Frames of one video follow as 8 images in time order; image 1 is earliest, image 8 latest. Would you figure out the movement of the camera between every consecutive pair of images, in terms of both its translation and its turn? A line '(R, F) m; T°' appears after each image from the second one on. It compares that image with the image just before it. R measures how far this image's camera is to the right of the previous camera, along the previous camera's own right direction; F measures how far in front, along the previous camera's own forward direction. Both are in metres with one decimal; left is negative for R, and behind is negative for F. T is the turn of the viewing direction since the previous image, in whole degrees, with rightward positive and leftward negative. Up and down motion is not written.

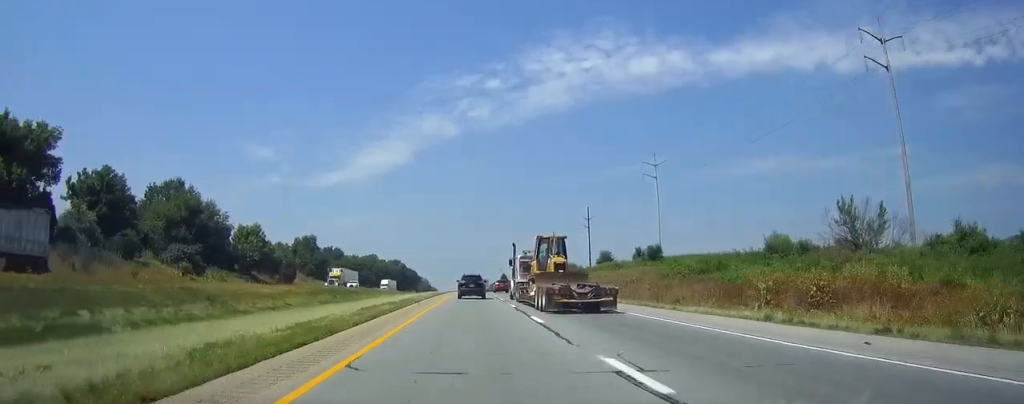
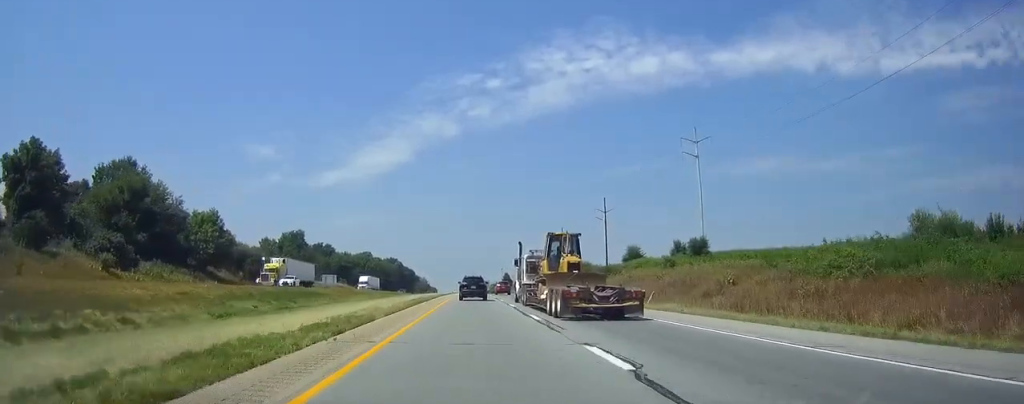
(-0.1, +22.3) m; 0°
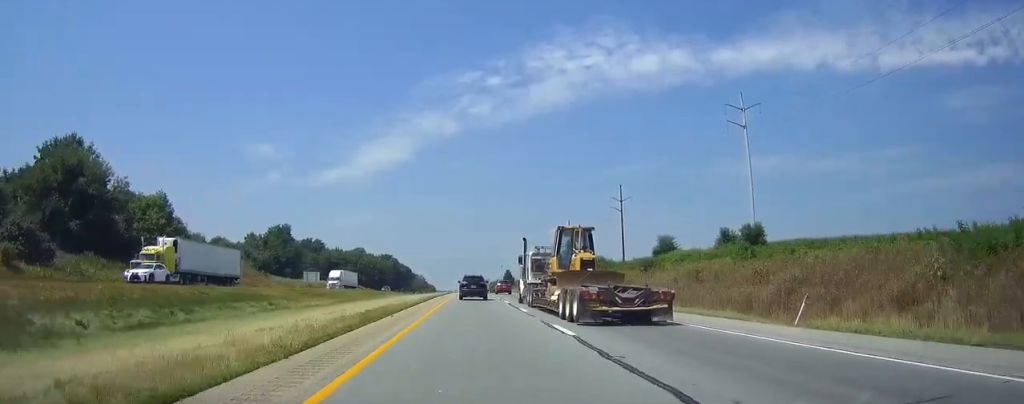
(+0.1, +18.8) m; 0°
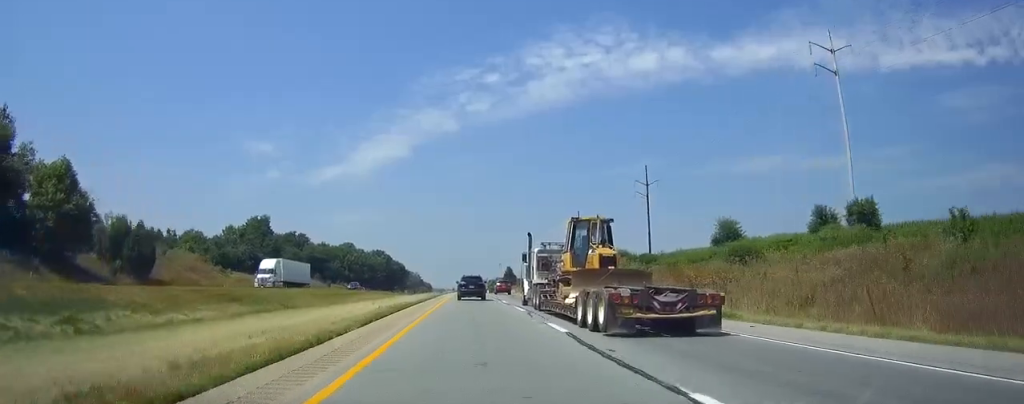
(+0.1, +23.4) m; 0°
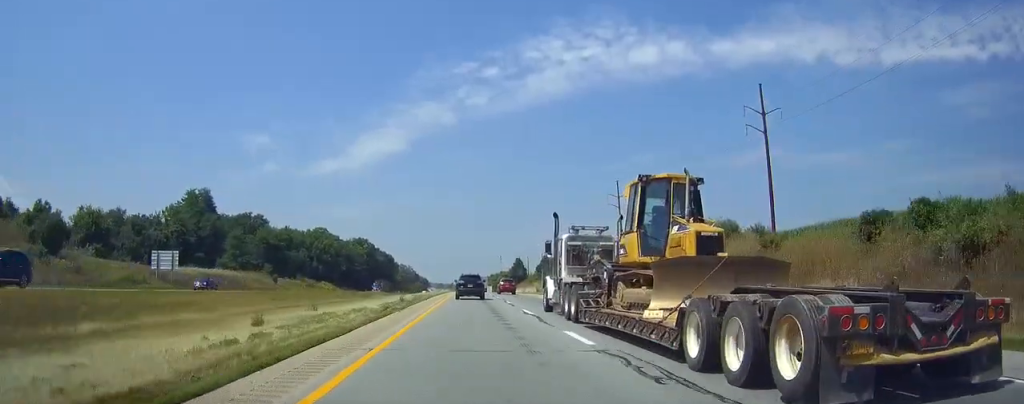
(0.0, +52.5) m; 0°
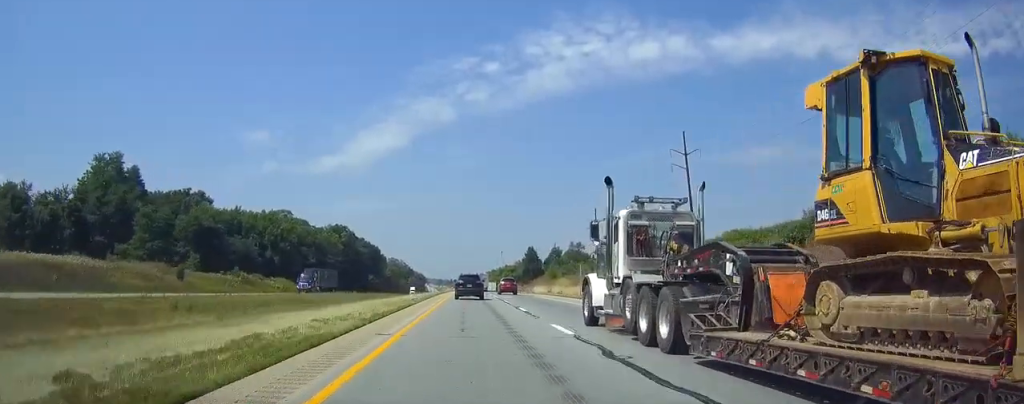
(-0.1, +46.5) m; 0°
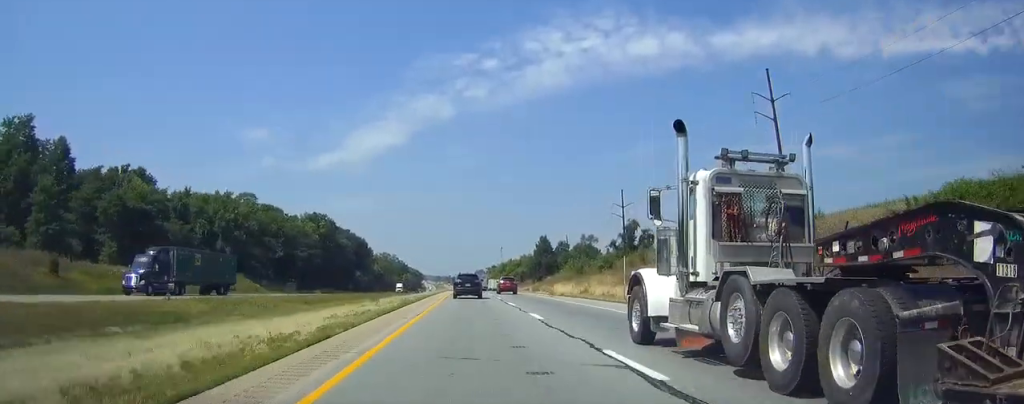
(-0.1, +31.3) m; 0°
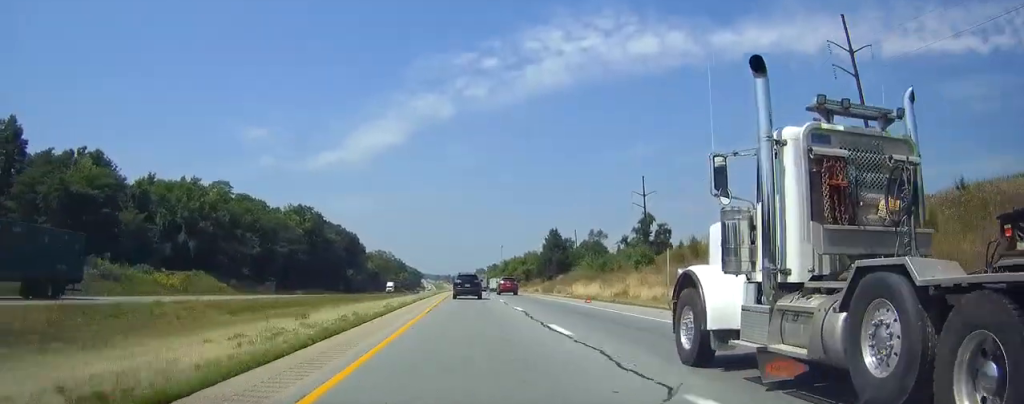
(+0.2, +17.3) m; 0°
